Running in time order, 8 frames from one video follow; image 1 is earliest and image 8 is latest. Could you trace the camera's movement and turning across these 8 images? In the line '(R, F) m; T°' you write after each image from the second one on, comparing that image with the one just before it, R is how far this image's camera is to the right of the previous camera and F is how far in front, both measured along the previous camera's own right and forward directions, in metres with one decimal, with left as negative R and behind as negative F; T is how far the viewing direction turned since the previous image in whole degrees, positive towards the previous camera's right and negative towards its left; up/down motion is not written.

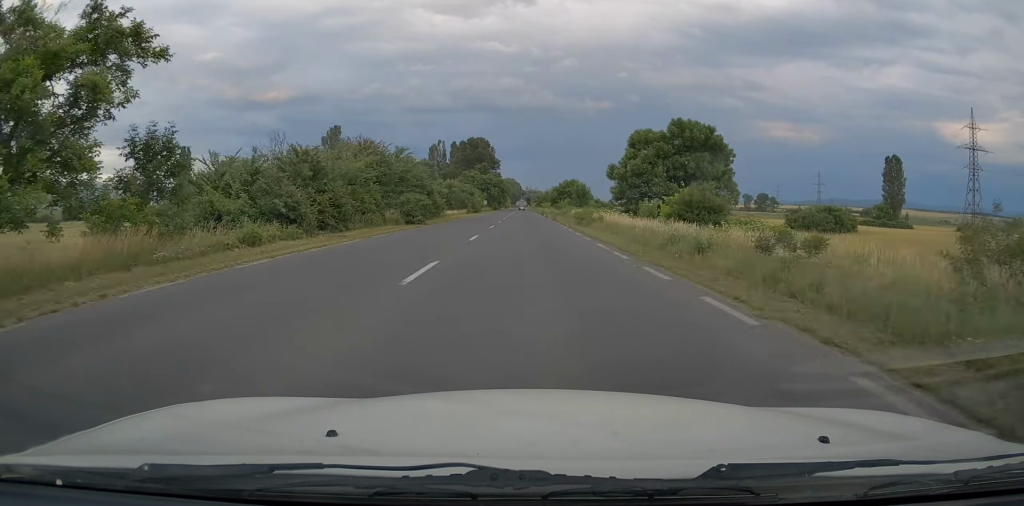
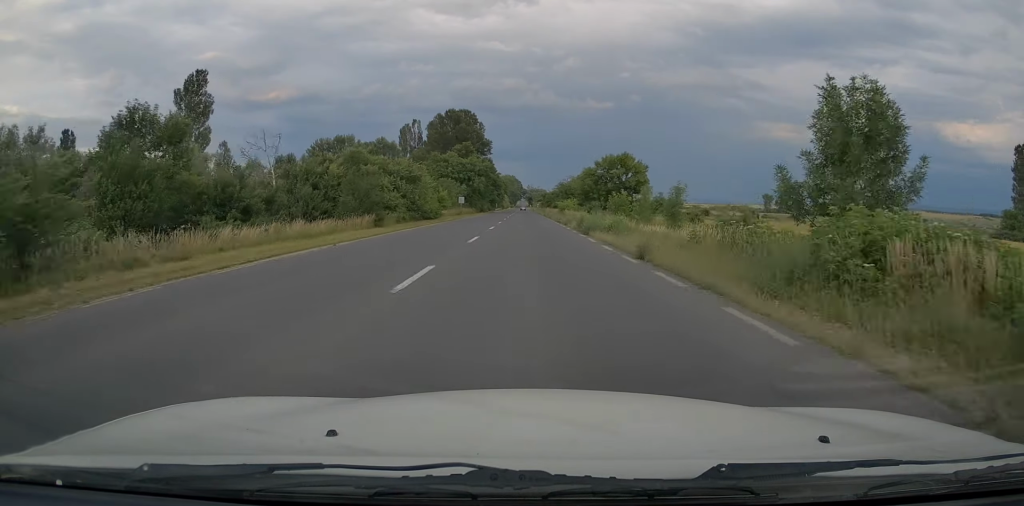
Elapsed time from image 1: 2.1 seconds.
(+0.1, +56.9) m; 0°
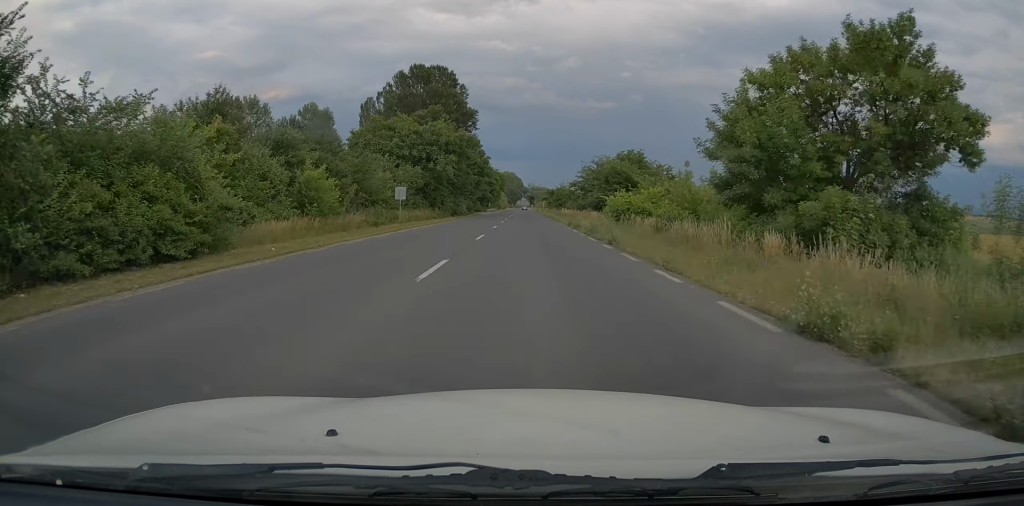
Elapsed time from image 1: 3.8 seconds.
(+0.2, +43.4) m; 0°
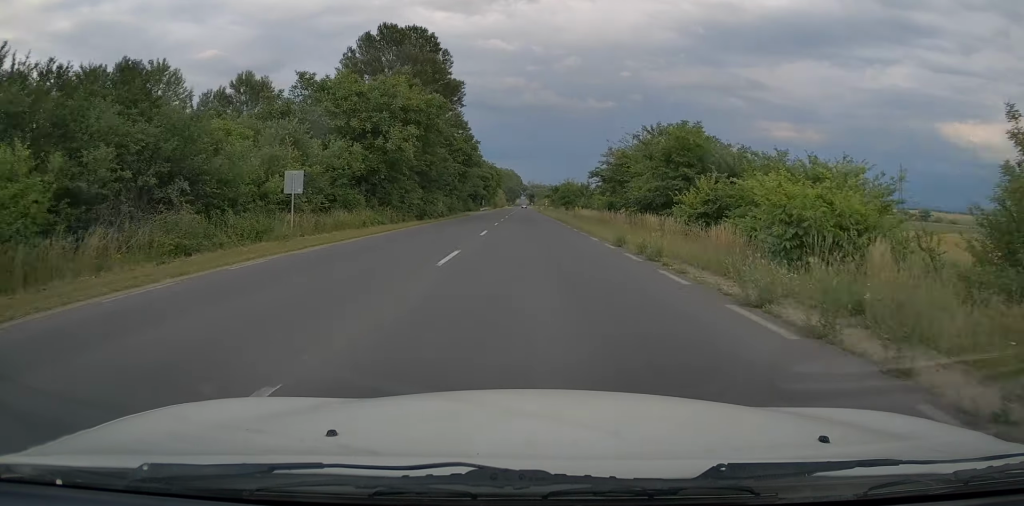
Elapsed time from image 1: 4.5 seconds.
(-0.3, +20.4) m; 0°
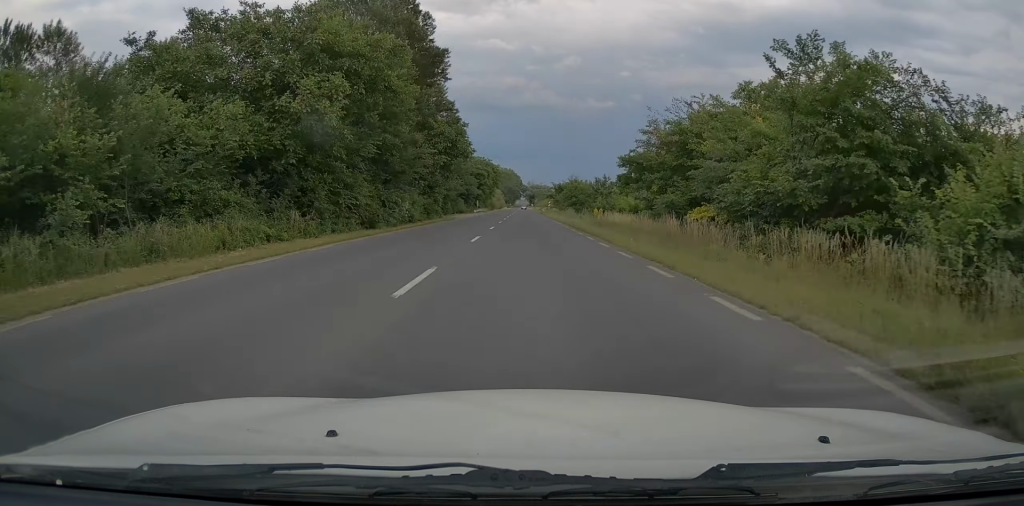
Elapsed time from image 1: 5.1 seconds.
(+0.1, +15.1) m; 0°
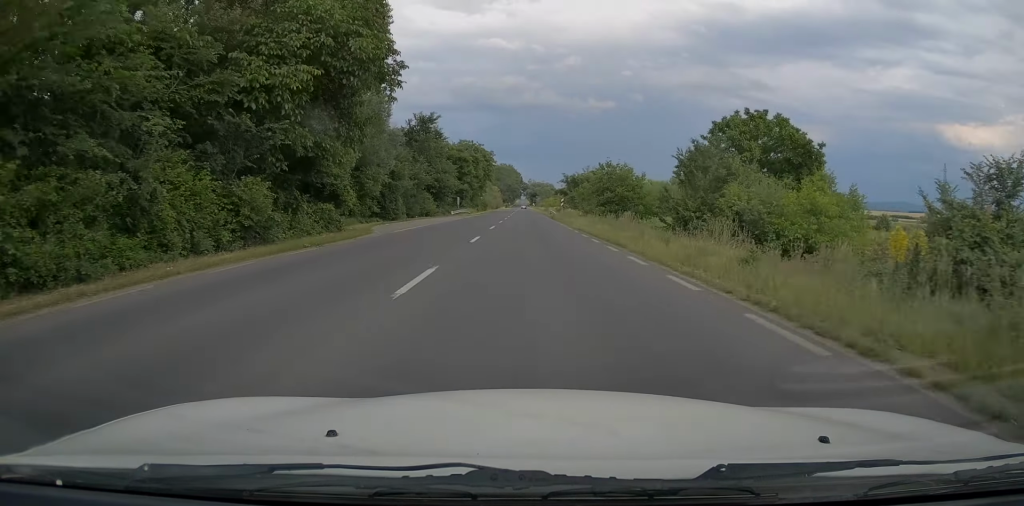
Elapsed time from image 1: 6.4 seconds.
(0.0, +33.7) m; 0°
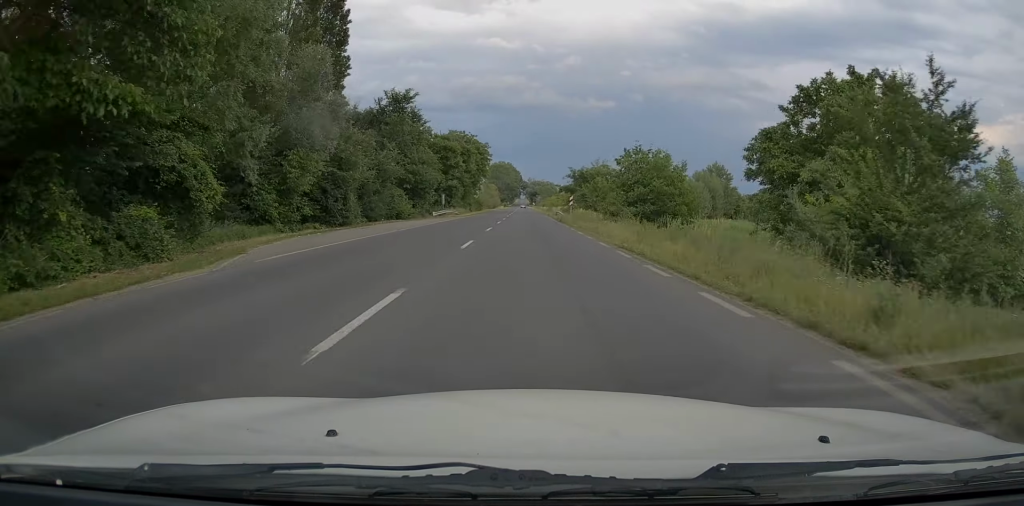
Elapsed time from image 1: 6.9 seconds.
(-0.1, +14.2) m; 0°
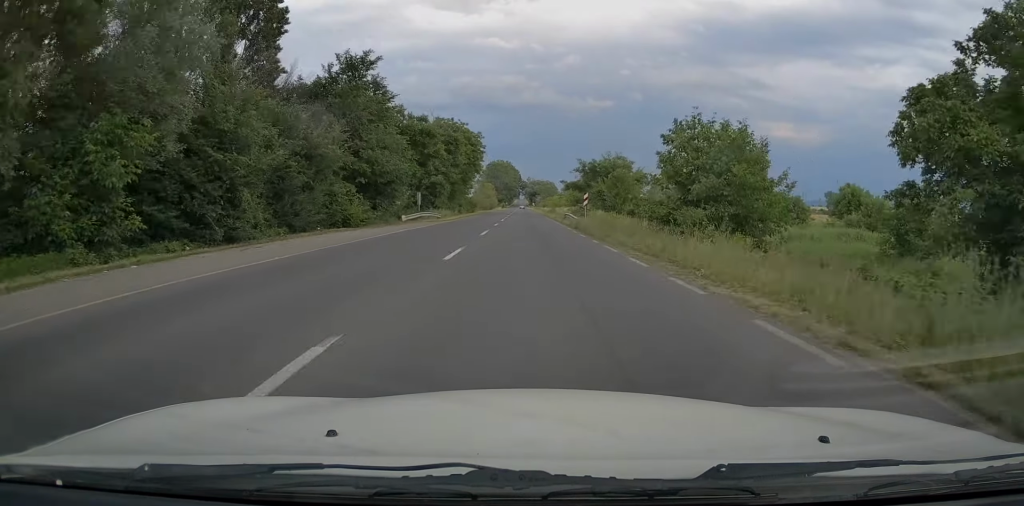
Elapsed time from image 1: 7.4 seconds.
(+0.1, +14.2) m; +1°
